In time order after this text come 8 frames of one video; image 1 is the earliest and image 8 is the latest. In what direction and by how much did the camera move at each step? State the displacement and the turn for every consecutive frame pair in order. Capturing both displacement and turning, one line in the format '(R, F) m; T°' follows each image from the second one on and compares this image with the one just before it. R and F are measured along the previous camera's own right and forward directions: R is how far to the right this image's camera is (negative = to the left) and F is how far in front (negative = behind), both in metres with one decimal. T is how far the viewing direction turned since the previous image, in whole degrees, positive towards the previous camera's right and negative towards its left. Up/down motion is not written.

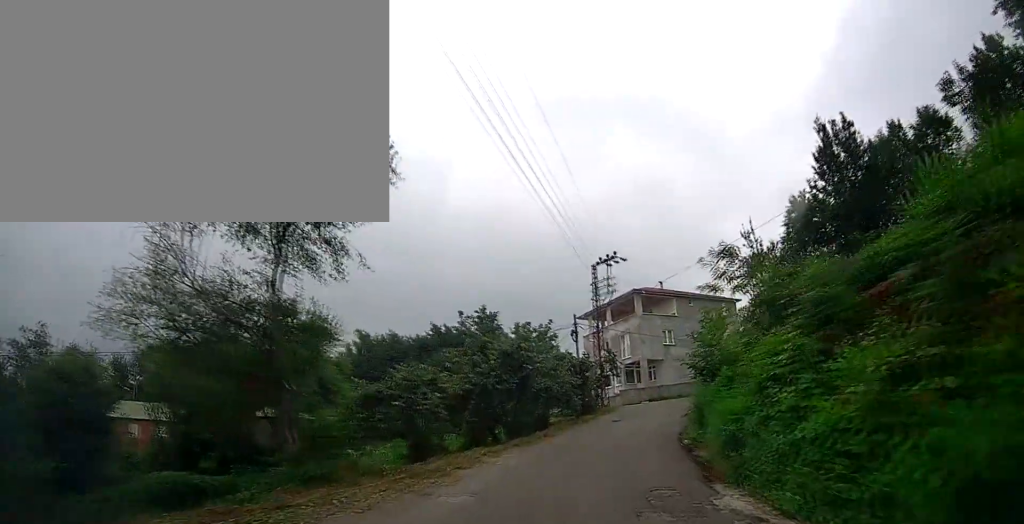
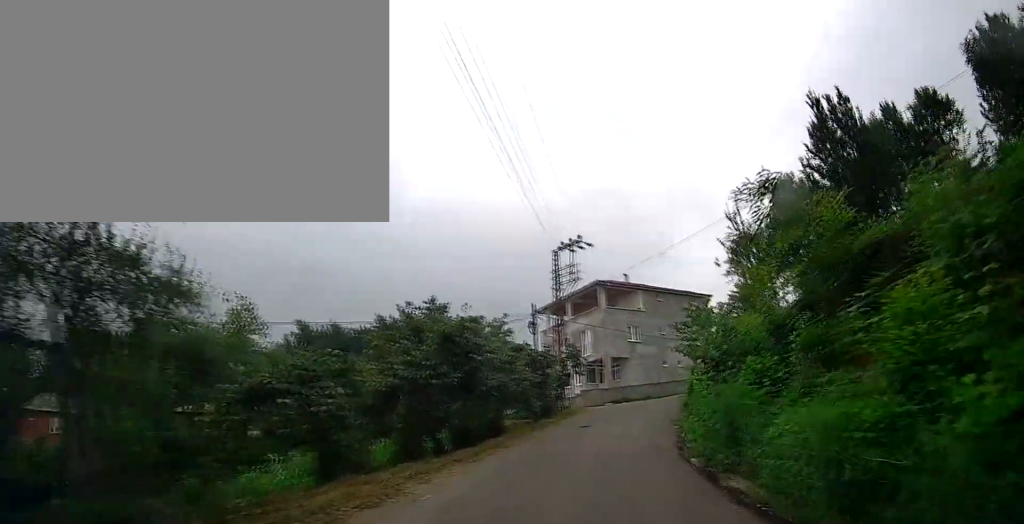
(+0.2, +4.5) m; +2°
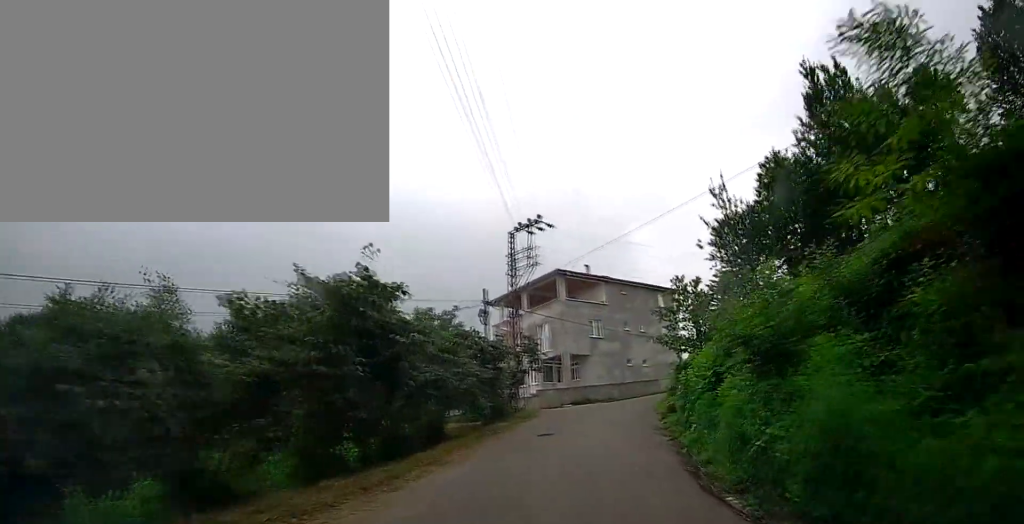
(+0.1, +4.3) m; +3°
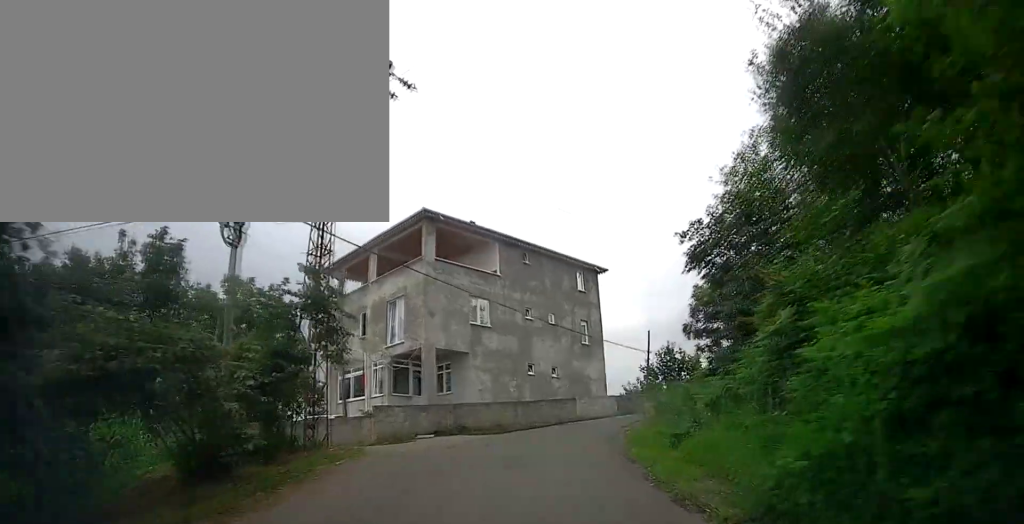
(+2.0, +15.9) m; +12°
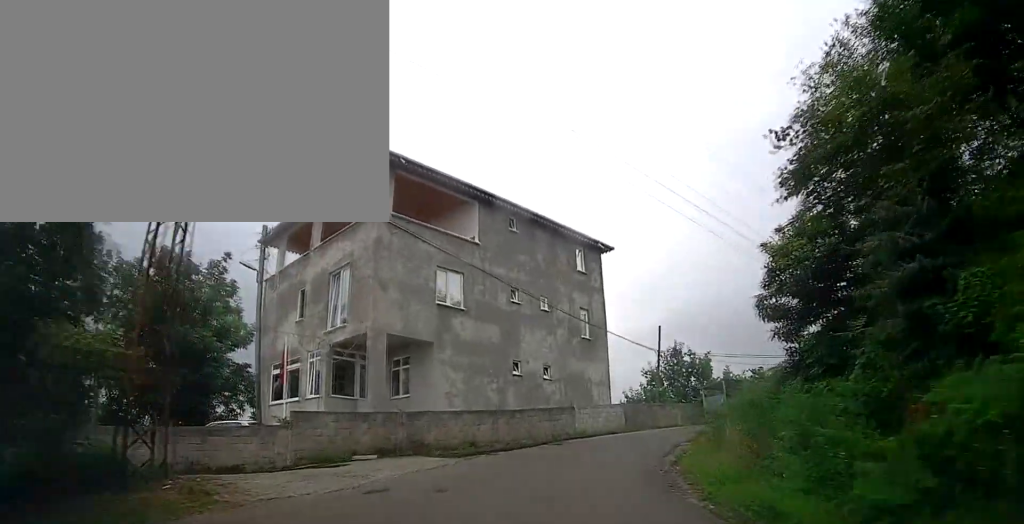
(0.0, +6.7) m; +4°
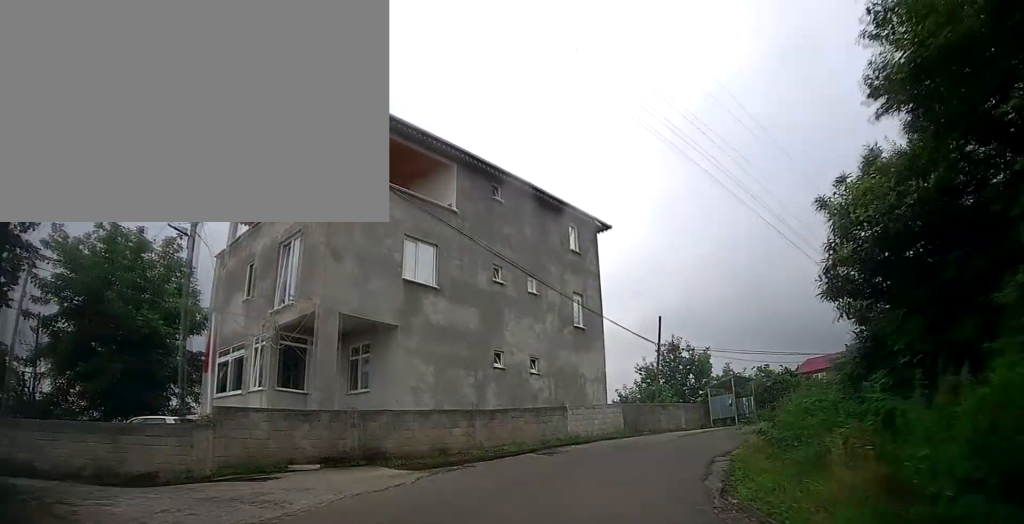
(+0.2, +3.2) m; +3°
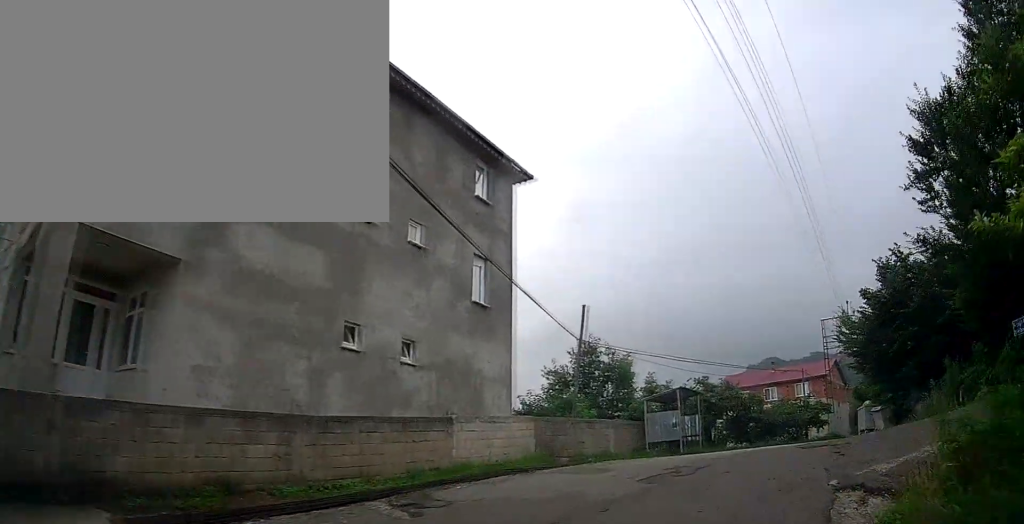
(+0.2, +6.2) m; +12°
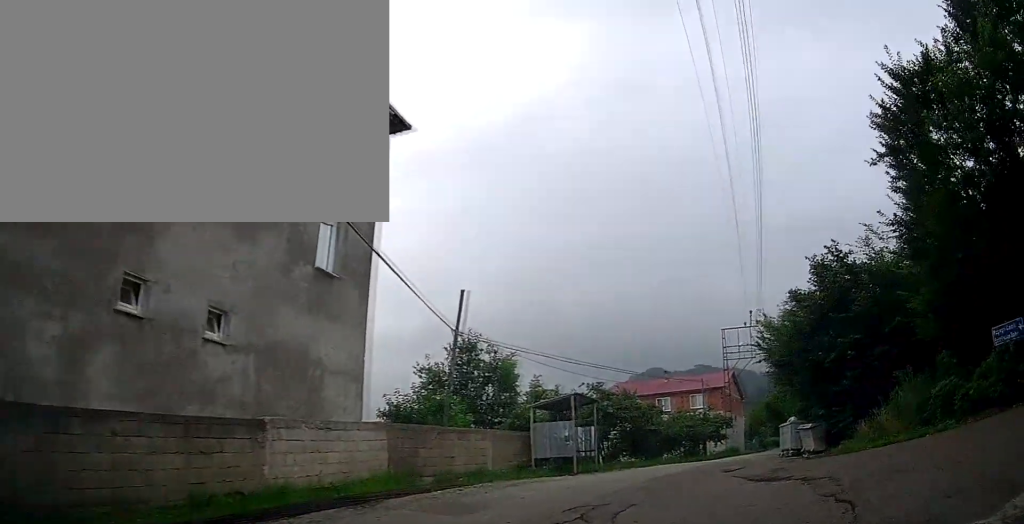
(+0.7, +3.1) m; +15°
